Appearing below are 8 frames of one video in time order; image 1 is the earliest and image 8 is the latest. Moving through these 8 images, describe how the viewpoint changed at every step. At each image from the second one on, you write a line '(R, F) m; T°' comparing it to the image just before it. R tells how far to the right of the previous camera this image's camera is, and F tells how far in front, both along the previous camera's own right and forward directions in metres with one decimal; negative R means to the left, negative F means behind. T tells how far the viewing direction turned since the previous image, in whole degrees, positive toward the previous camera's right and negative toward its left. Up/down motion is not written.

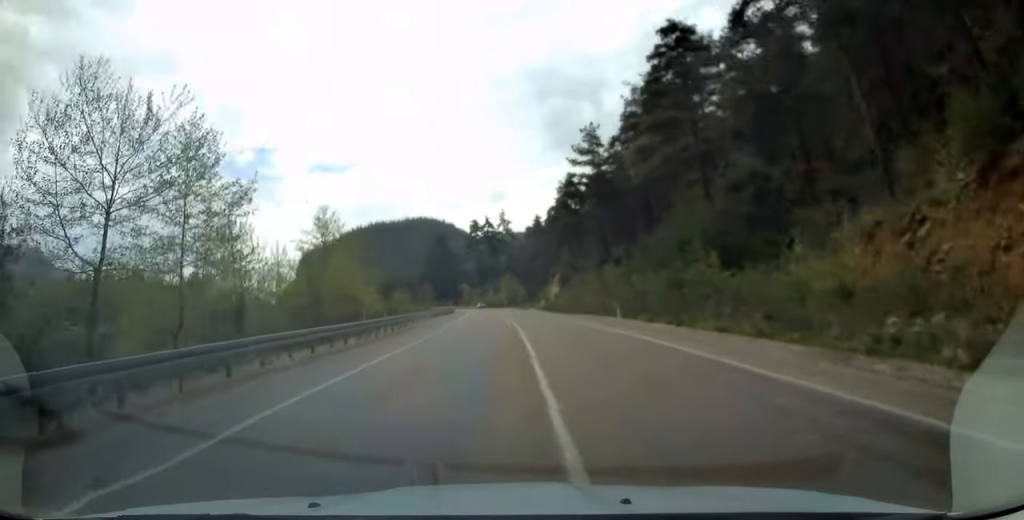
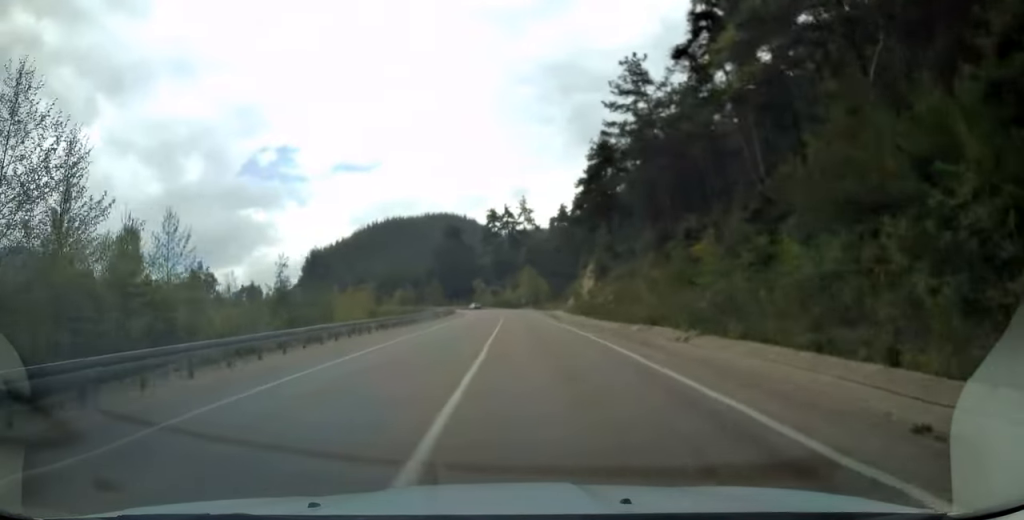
(-0.6, +29.7) m; -3°
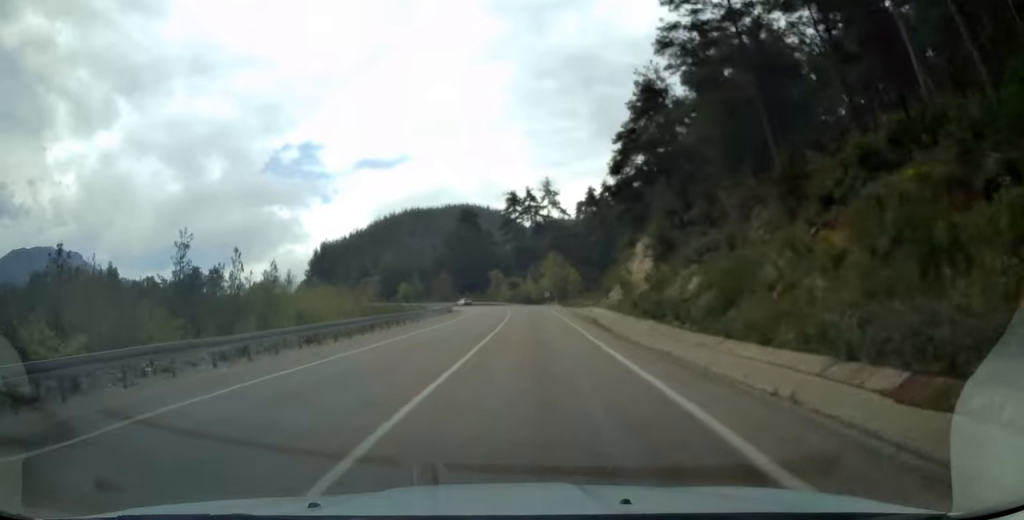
(-0.7, +26.4) m; -3°
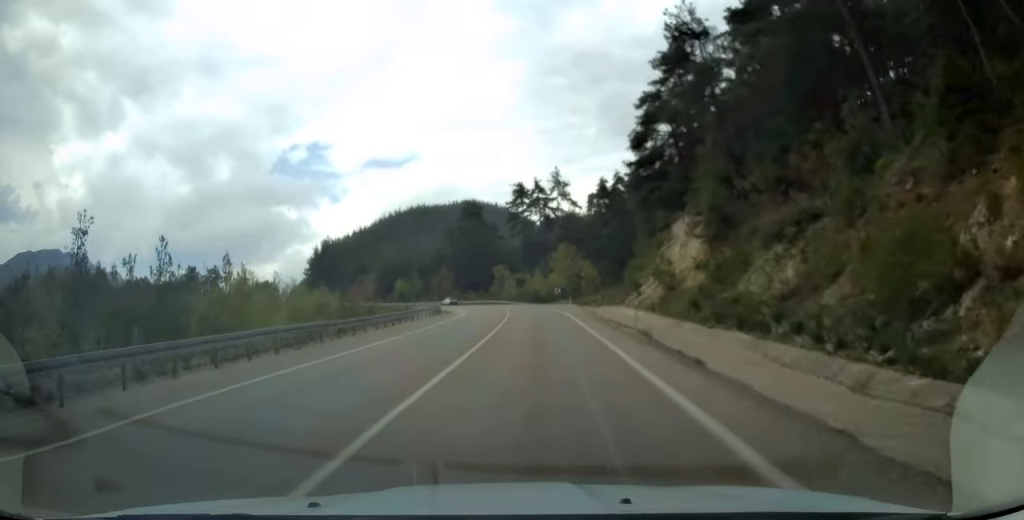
(-0.1, +13.9) m; -1°
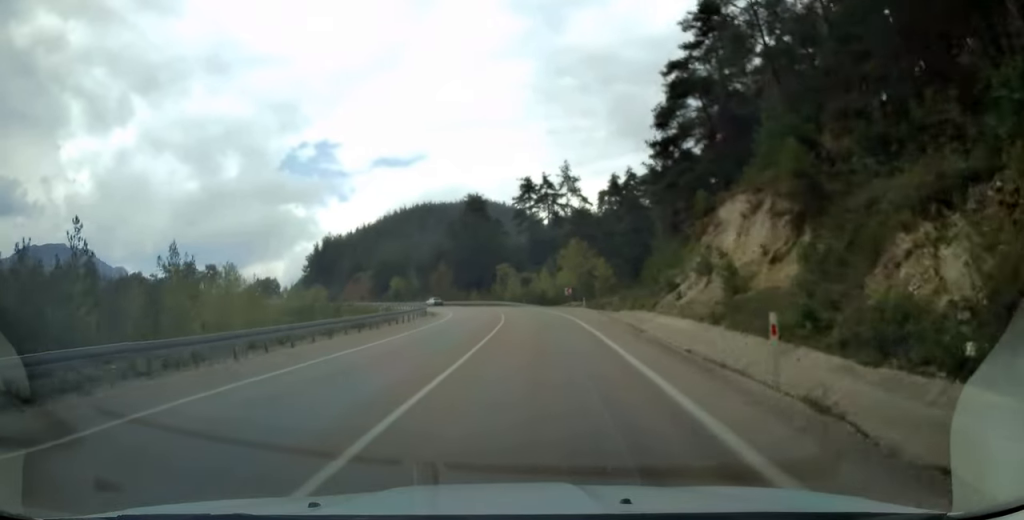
(-0.1, +10.9) m; -1°
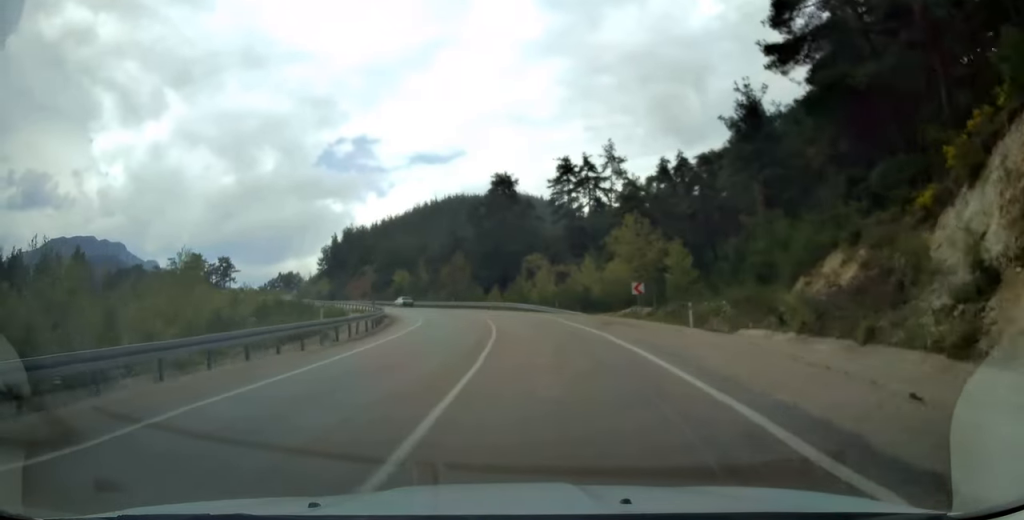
(-0.9, +26.6) m; -5°
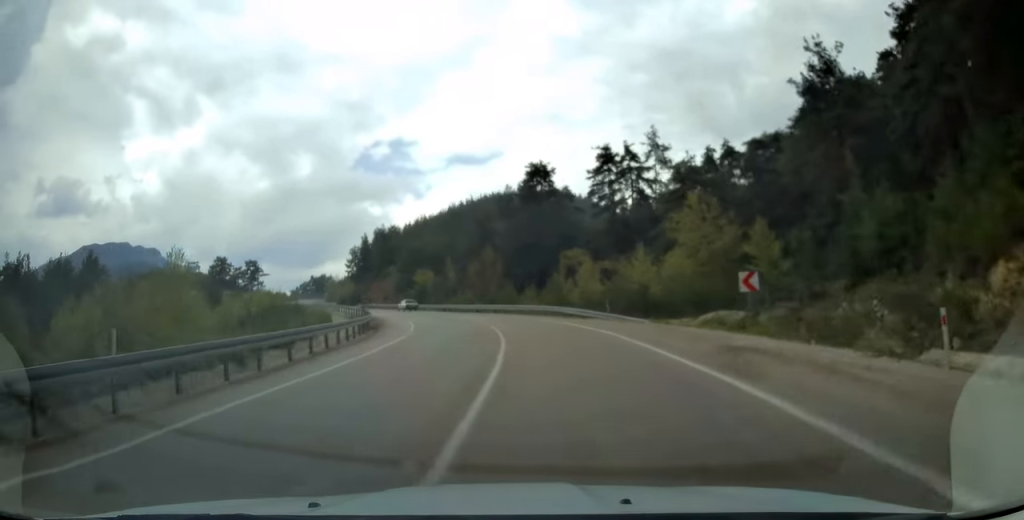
(-0.4, +12.9) m; -4°
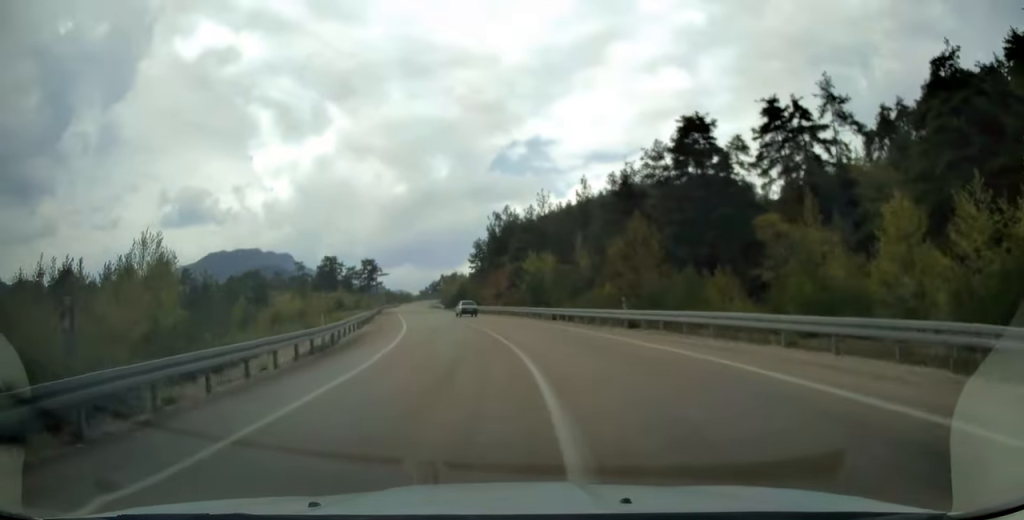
(-2.9, +32.9) m; -12°
